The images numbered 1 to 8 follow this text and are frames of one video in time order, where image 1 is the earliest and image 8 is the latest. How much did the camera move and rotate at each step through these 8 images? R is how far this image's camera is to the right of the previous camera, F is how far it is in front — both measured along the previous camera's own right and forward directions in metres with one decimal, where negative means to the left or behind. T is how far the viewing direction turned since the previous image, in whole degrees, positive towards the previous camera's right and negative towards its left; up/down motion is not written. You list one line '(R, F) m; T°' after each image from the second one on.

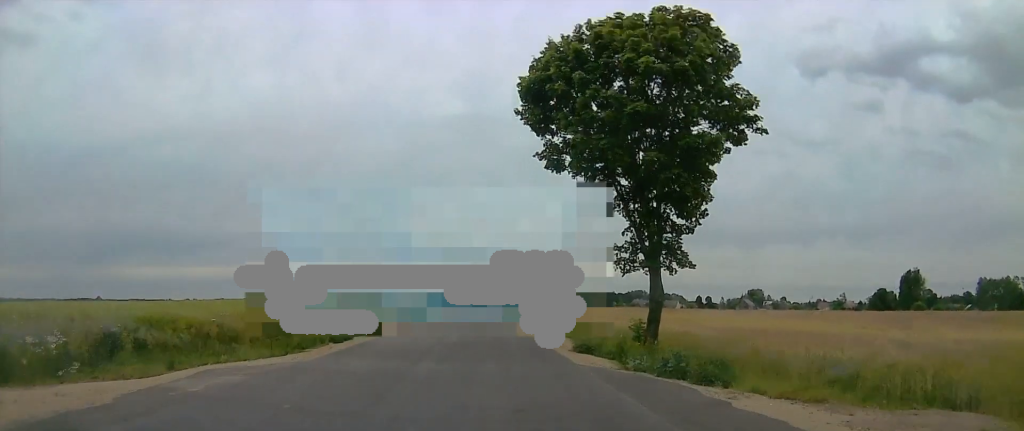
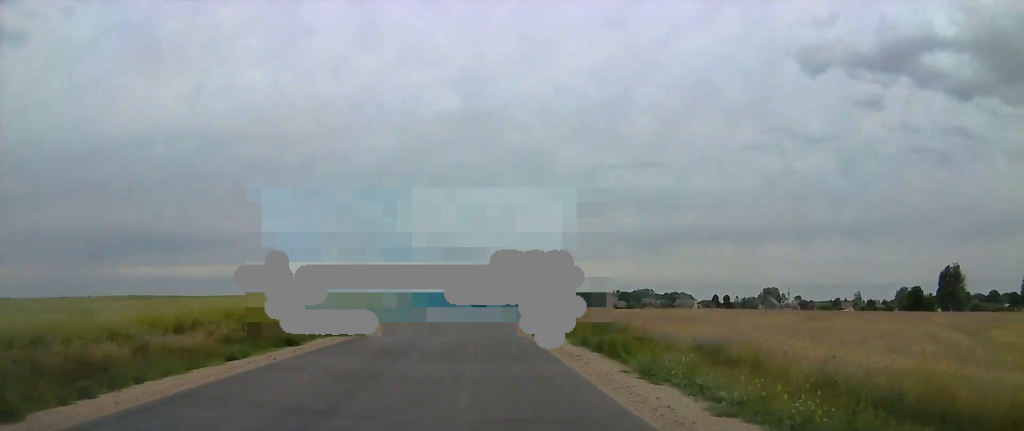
(0.0, +44.1) m; -1°
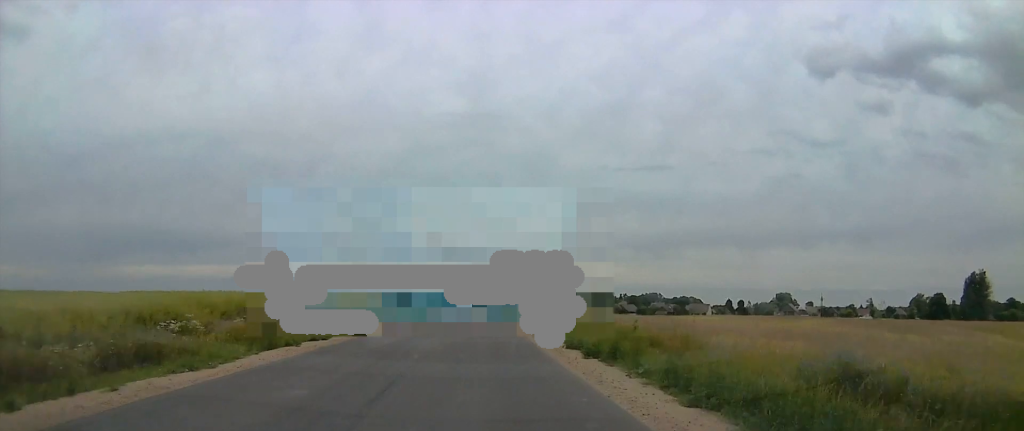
(-0.2, +21.3) m; -1°
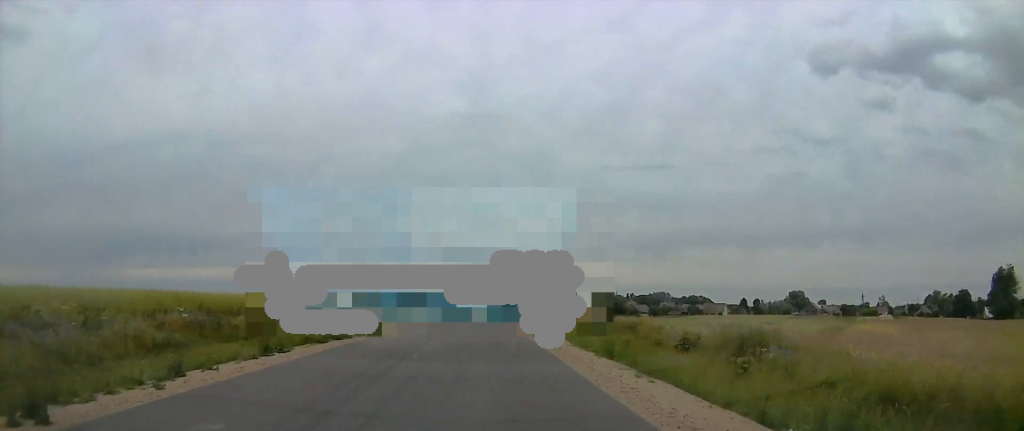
(-0.3, +22.8) m; 0°
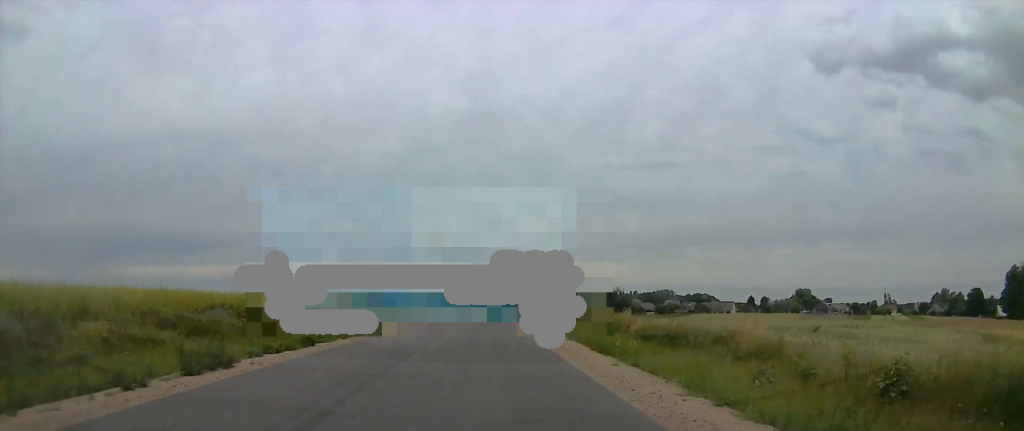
(+0.2, +10.3) m; +1°
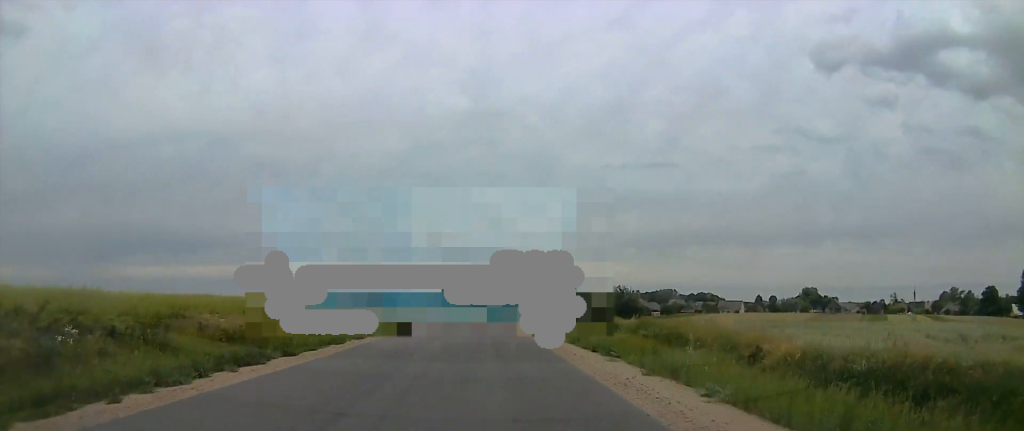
(+0.1, +14.3) m; 0°
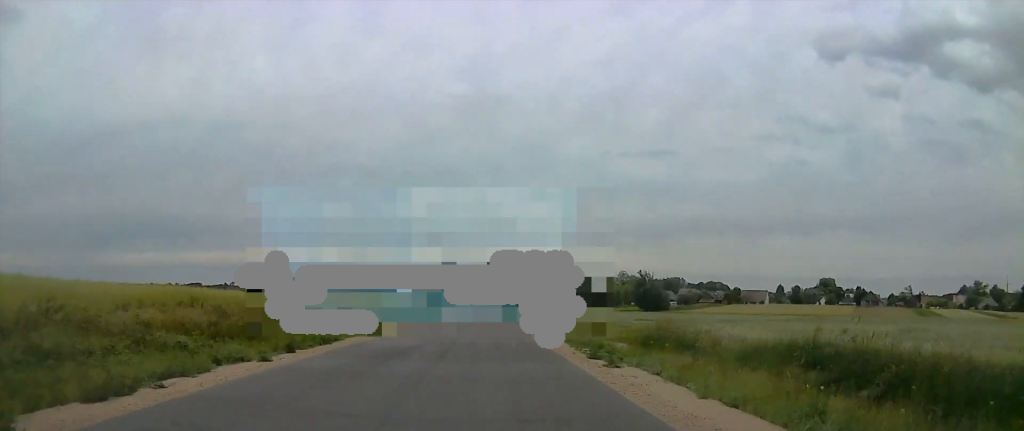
(0.0, +36.8) m; -1°
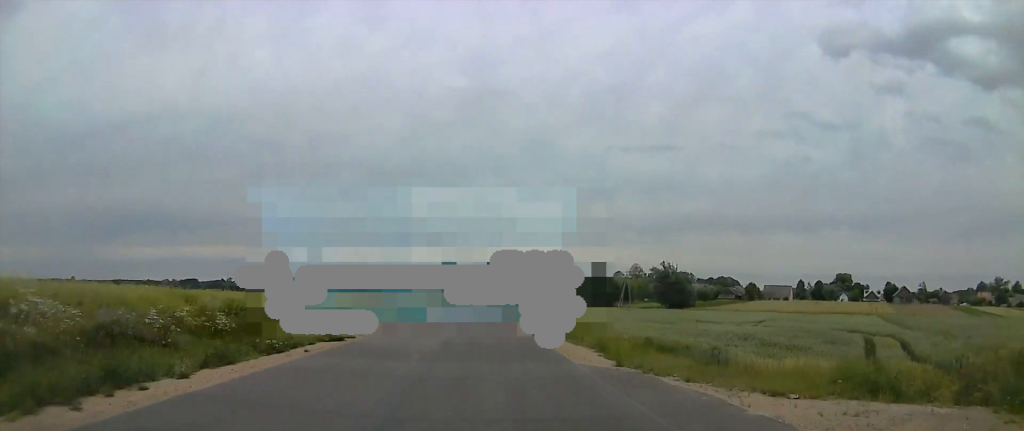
(-0.3, +26.3) m; -1°
